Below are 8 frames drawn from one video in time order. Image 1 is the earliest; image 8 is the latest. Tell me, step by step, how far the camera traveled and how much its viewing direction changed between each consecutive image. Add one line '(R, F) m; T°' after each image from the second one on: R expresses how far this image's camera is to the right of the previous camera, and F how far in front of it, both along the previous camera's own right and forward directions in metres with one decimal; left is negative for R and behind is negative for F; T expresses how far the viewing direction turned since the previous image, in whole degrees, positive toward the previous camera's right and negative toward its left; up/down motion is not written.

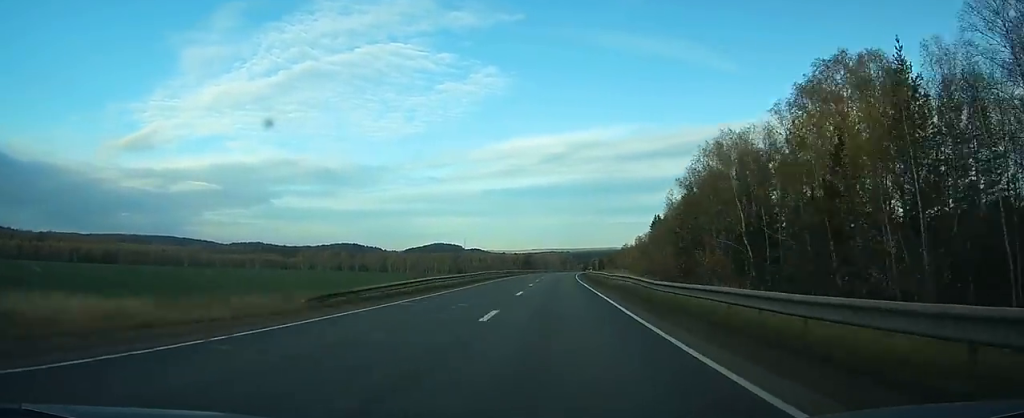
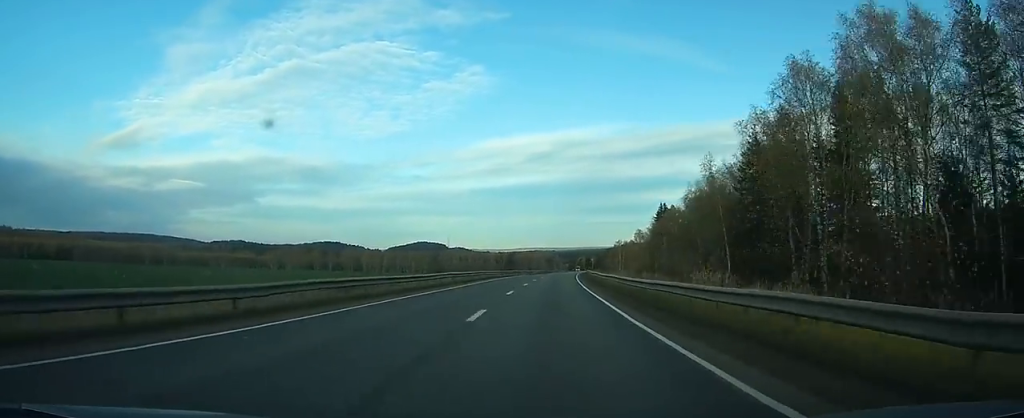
(+0.4, +35.3) m; +1°
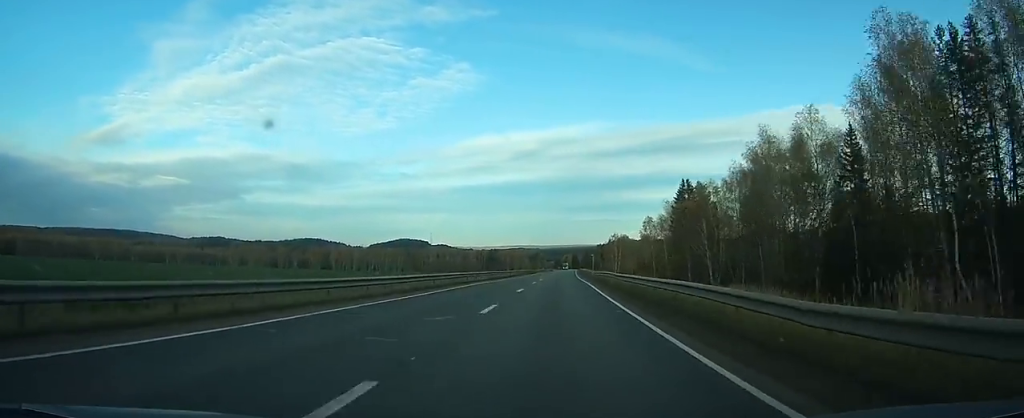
(+0.7, +45.5) m; +2°
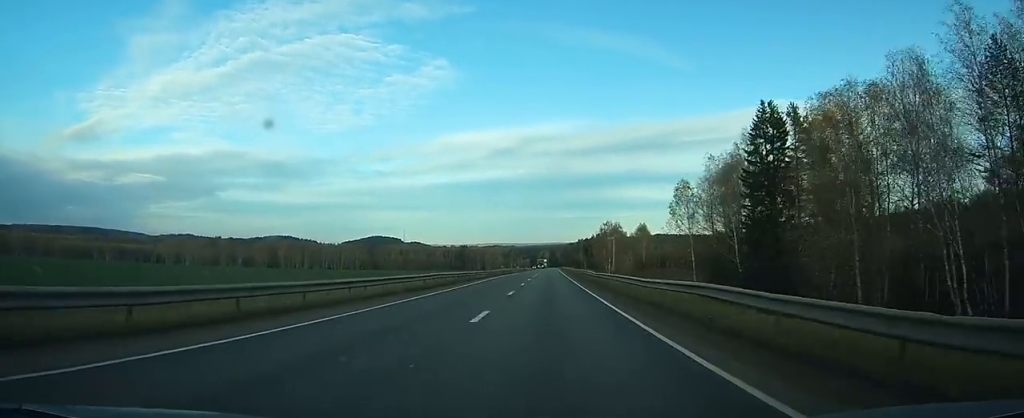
(+1.0, +61.7) m; +2°
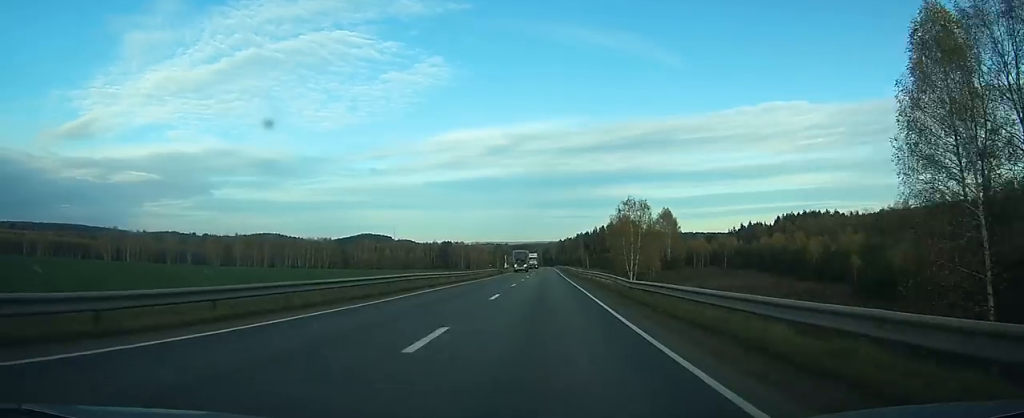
(+1.0, +64.4) m; +1°
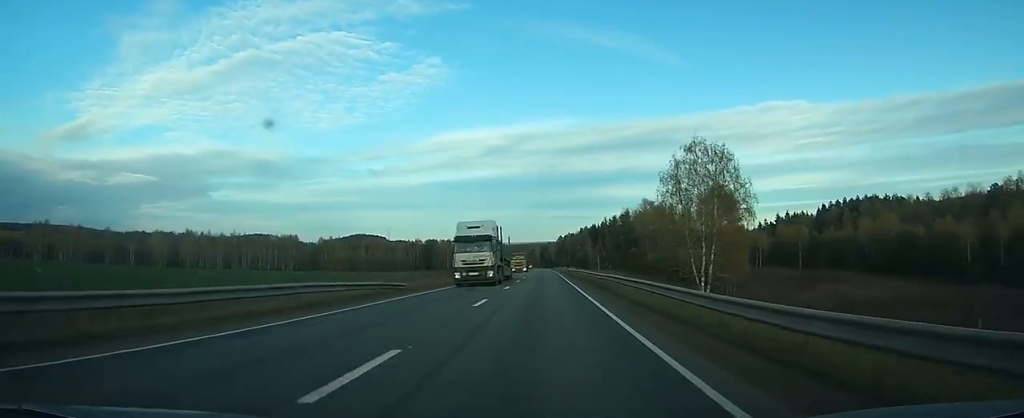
(+0.6, +62.9) m; +1°
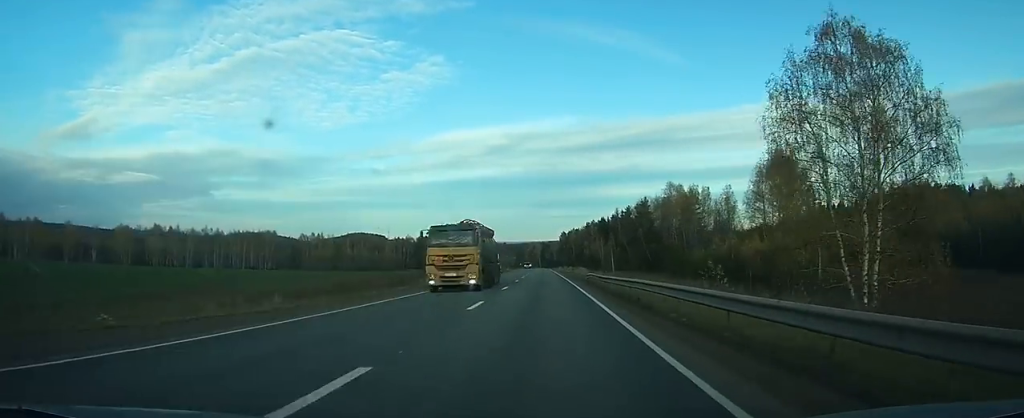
(+0.1, +37.4) m; 0°
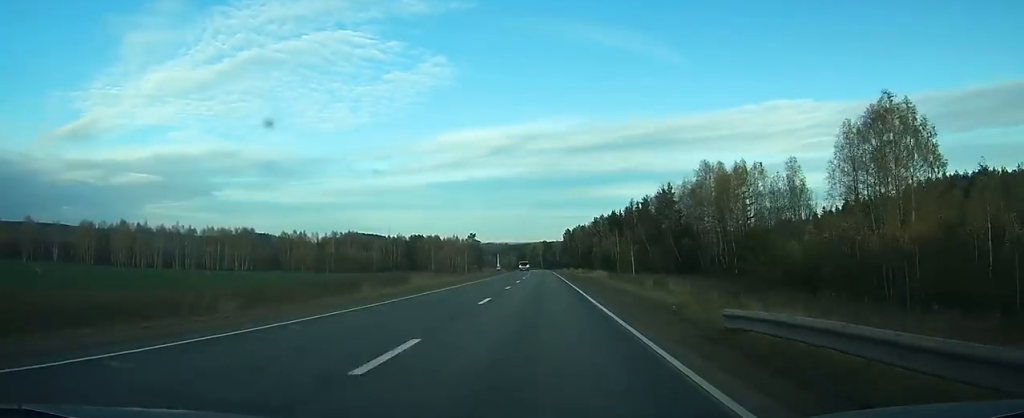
(+0.1, +33.5) m; 0°
